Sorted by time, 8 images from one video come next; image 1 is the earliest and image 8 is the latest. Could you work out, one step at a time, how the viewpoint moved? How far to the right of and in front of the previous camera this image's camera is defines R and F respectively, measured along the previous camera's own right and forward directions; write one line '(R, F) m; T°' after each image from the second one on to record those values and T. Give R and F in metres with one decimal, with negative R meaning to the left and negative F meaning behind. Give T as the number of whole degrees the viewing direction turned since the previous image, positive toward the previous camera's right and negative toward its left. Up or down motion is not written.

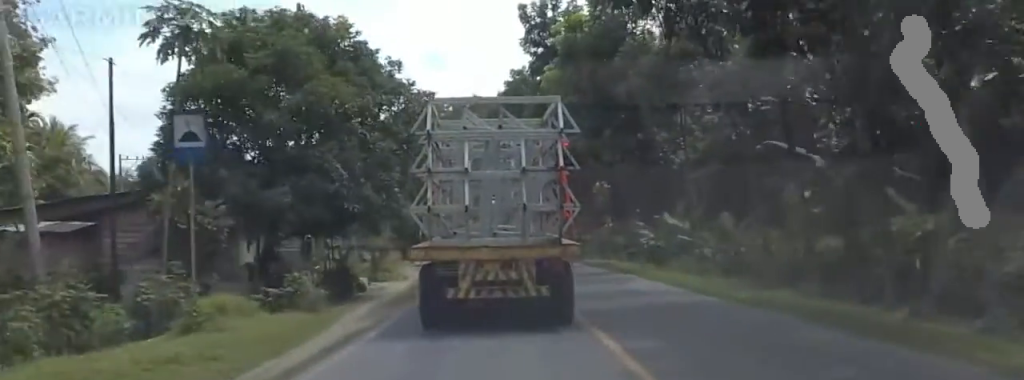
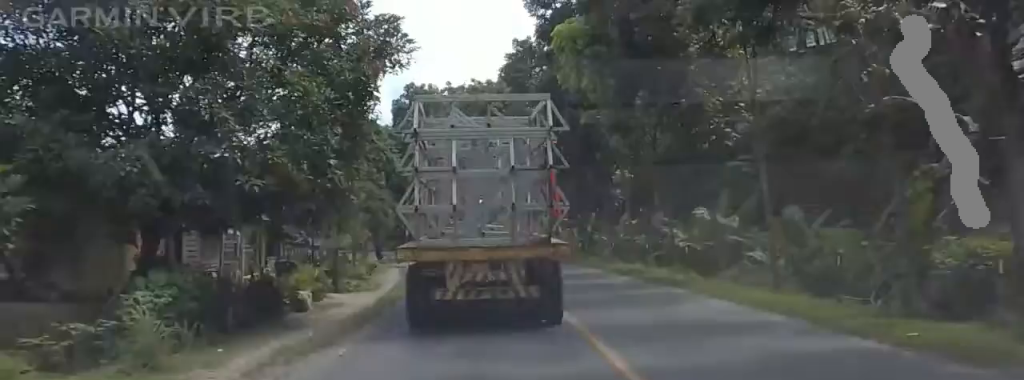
(+0.2, +7.5) m; -4°
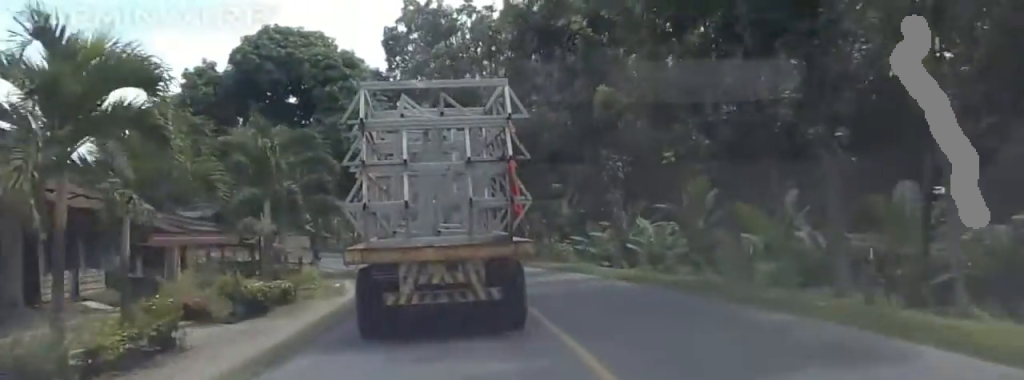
(-2.6, +22.9) m; -7°
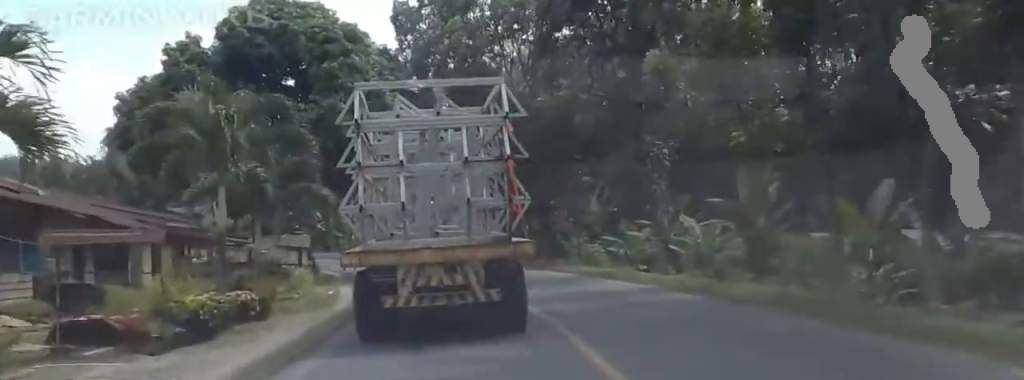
(0.0, +5.0) m; -2°
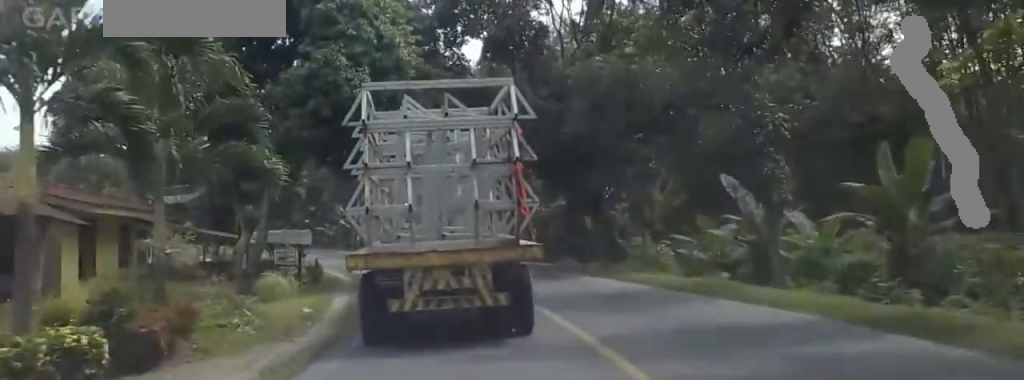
(+0.3, +8.0) m; -4°
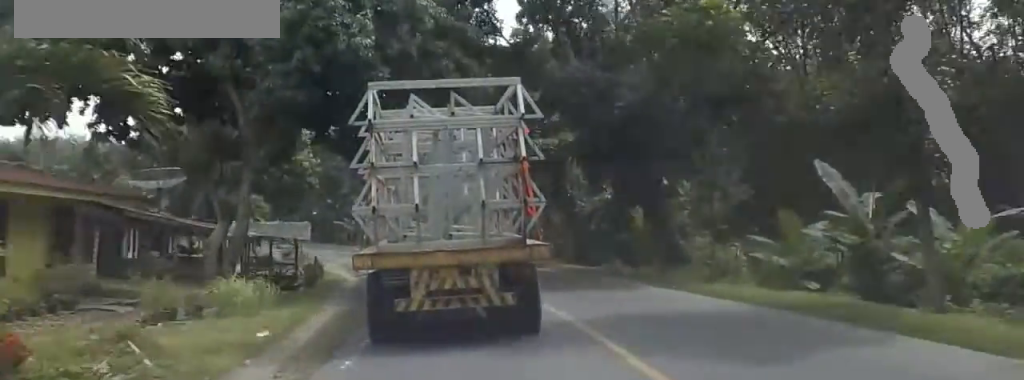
(-0.6, +5.9) m; -3°
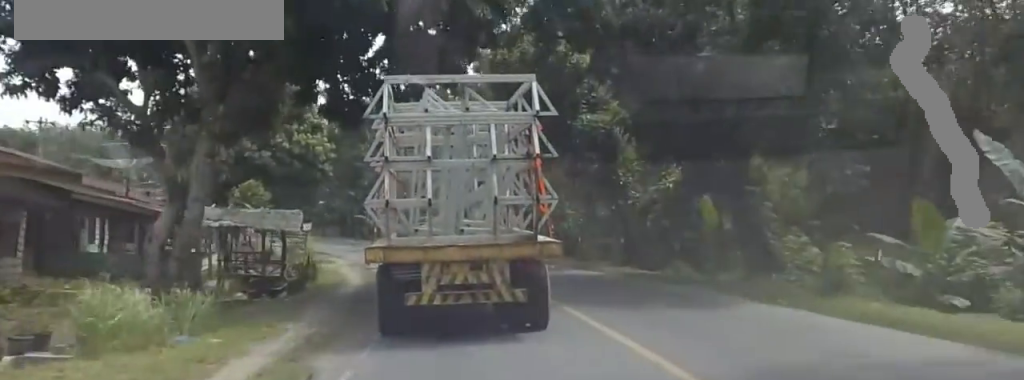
(-0.4, +6.4) m; -4°
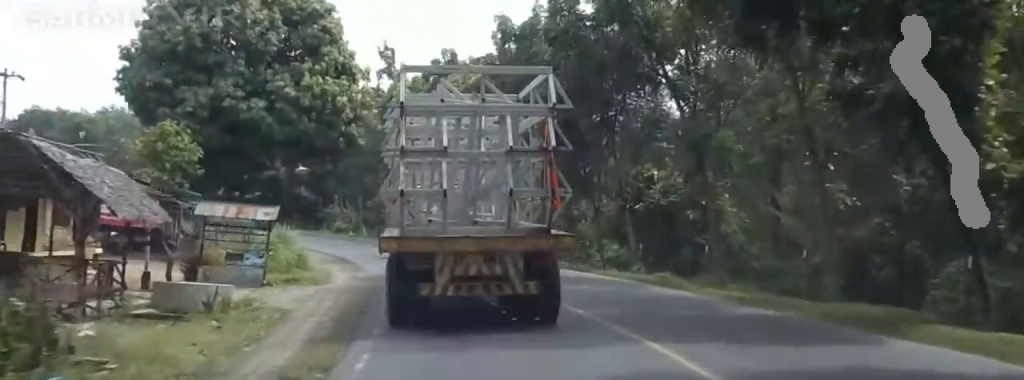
(+0.6, +19.1) m; +5°
